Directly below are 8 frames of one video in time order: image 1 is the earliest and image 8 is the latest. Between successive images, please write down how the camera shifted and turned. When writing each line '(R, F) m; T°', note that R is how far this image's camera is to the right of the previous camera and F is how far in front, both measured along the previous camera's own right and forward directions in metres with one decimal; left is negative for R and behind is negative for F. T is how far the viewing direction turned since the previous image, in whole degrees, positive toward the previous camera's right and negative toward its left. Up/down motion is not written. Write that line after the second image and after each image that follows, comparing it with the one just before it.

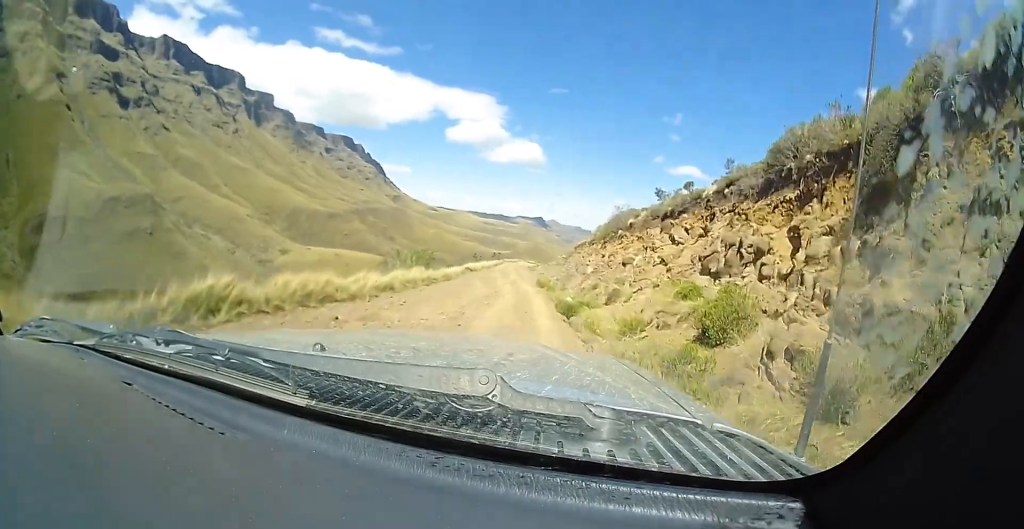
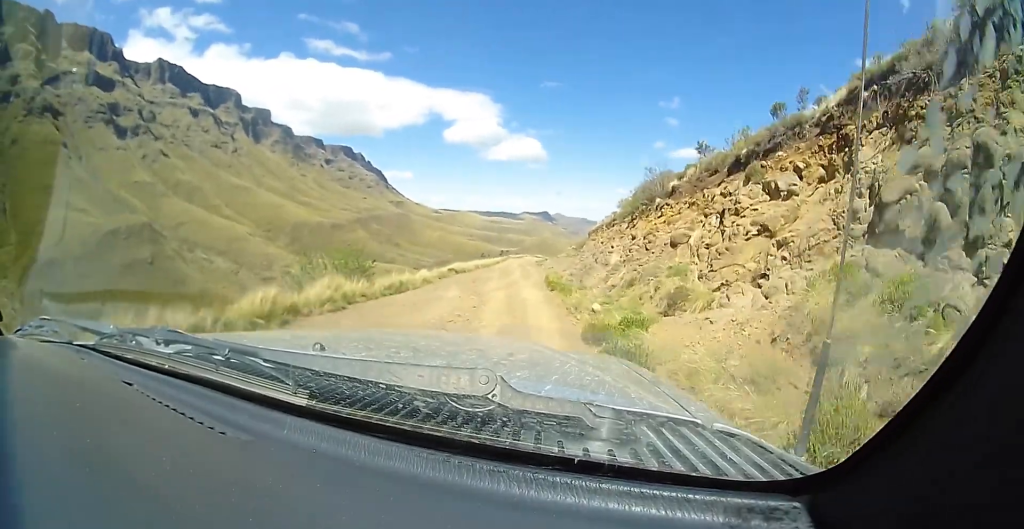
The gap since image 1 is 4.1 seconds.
(-0.6, +8.4) m; -3°
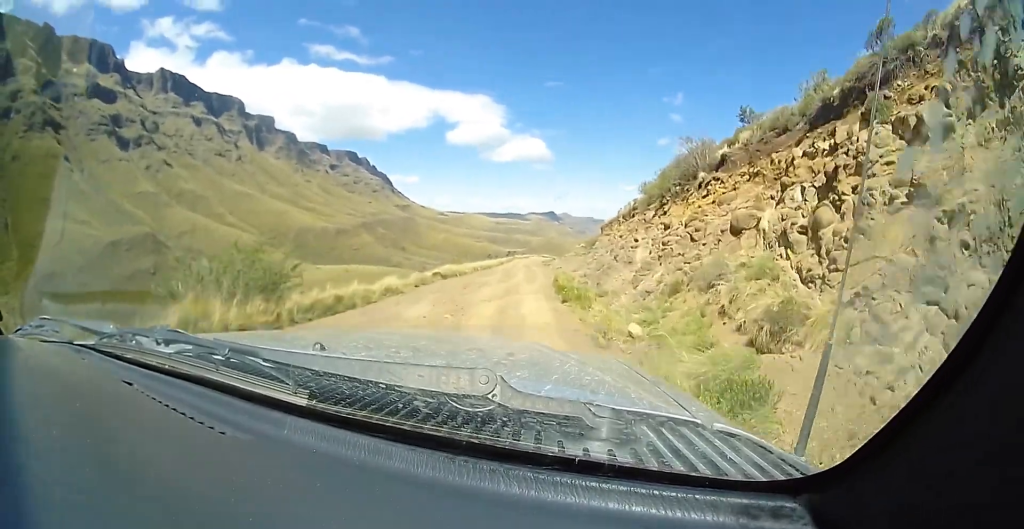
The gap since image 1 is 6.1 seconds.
(0.0, +4.2) m; 0°
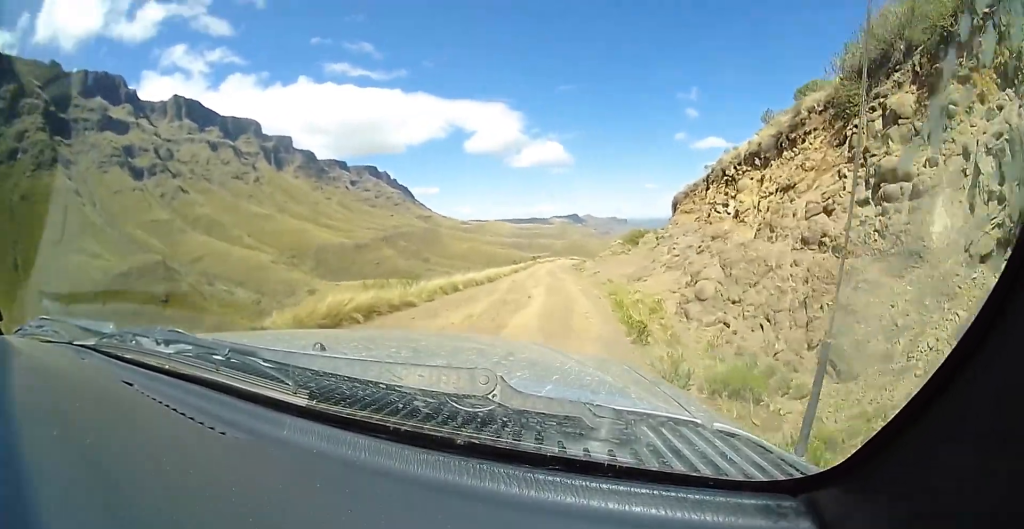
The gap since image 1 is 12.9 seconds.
(+0.3, +14.4) m; +5°
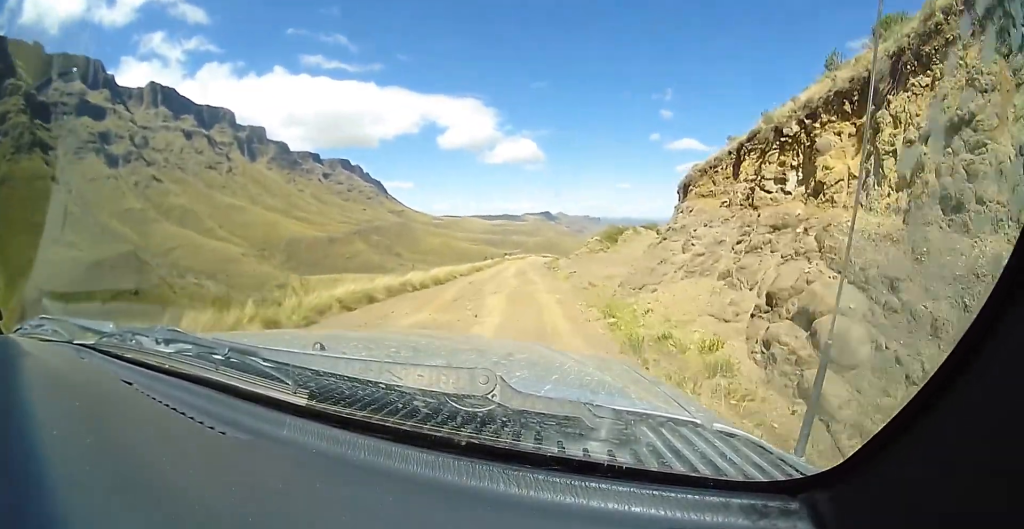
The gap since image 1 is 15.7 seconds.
(+0.3, +6.0) m; +3°
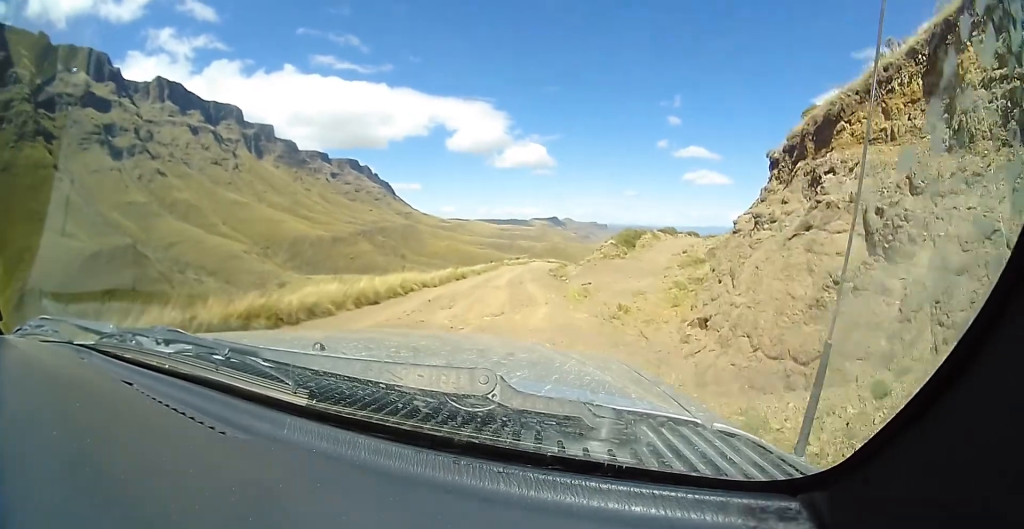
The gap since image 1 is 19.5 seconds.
(0.0, +8.1) m; -3°
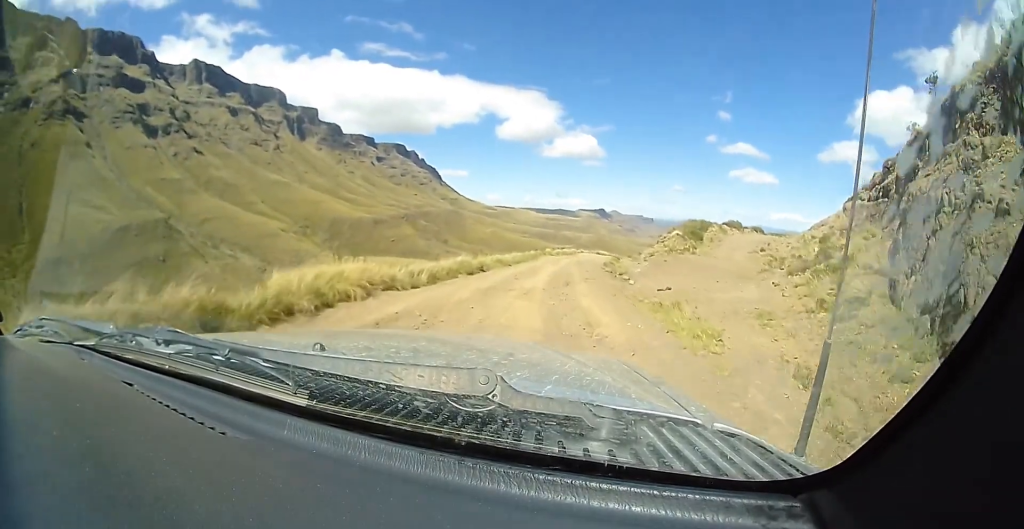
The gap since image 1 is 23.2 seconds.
(-0.4, +8.2) m; 0°
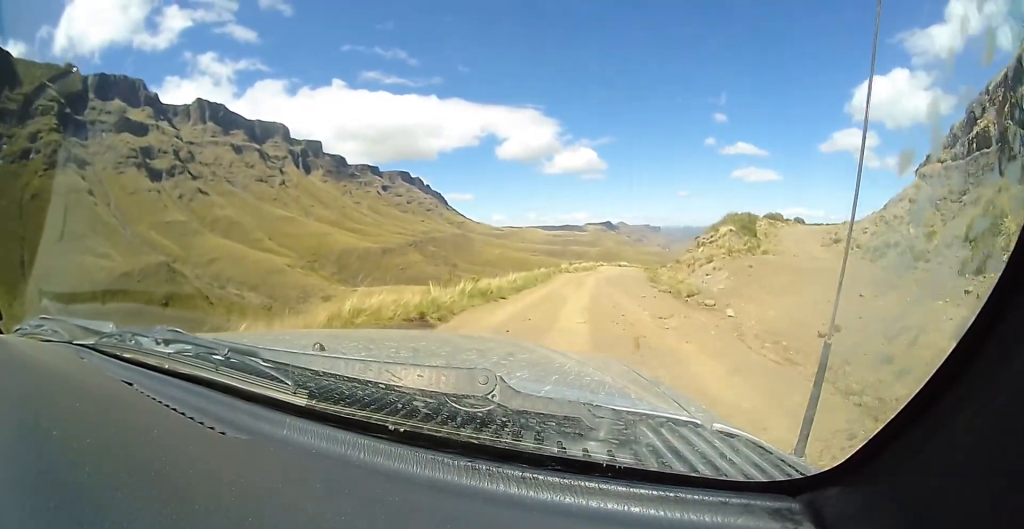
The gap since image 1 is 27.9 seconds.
(+0.4, +10.7) m; +7°
